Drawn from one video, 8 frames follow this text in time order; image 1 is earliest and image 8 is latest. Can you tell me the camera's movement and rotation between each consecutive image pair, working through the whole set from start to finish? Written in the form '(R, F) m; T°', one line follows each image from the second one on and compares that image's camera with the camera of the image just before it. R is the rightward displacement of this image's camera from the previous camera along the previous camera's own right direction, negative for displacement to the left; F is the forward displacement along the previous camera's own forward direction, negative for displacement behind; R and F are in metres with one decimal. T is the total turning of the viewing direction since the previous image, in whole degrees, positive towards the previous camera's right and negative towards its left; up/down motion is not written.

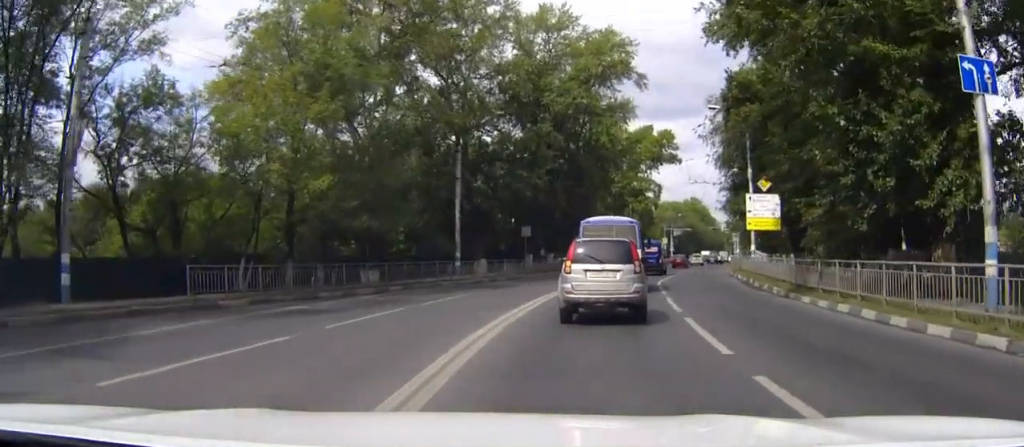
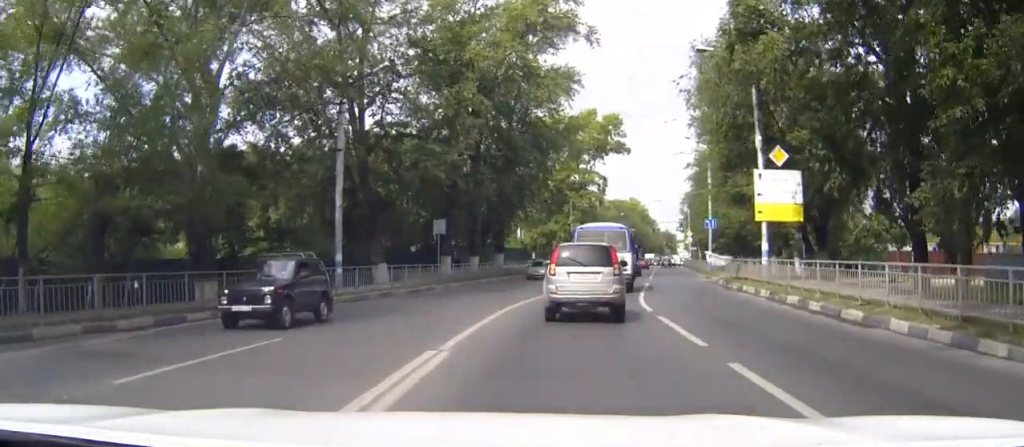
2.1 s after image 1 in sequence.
(+0.5, +15.1) m; +6°
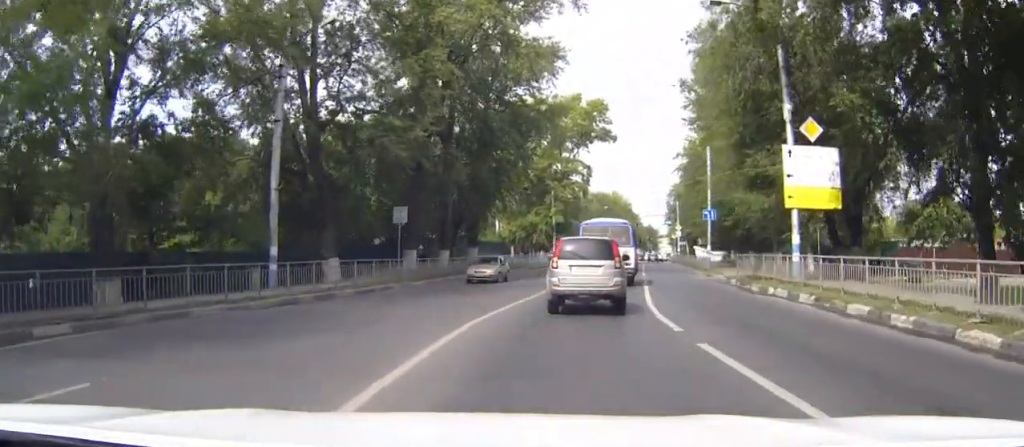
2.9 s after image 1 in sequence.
(+0.3, +6.1) m; +2°
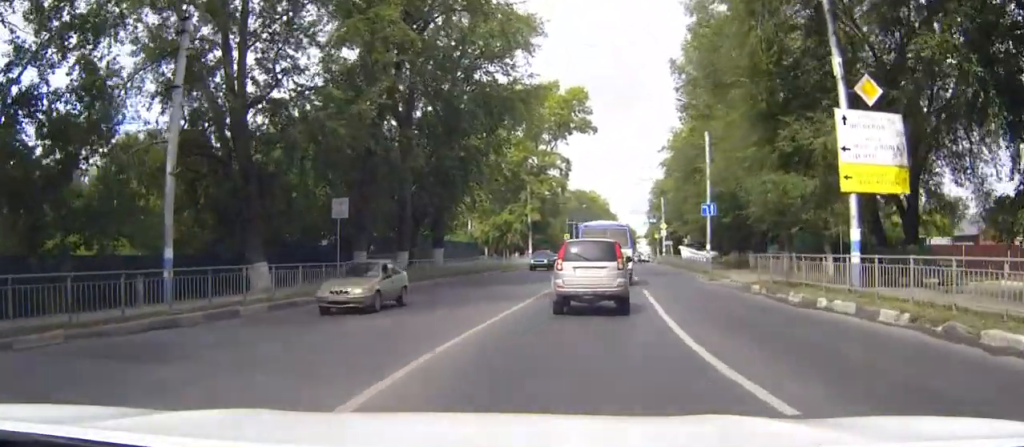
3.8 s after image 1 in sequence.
(0.0, +6.9) m; 0°
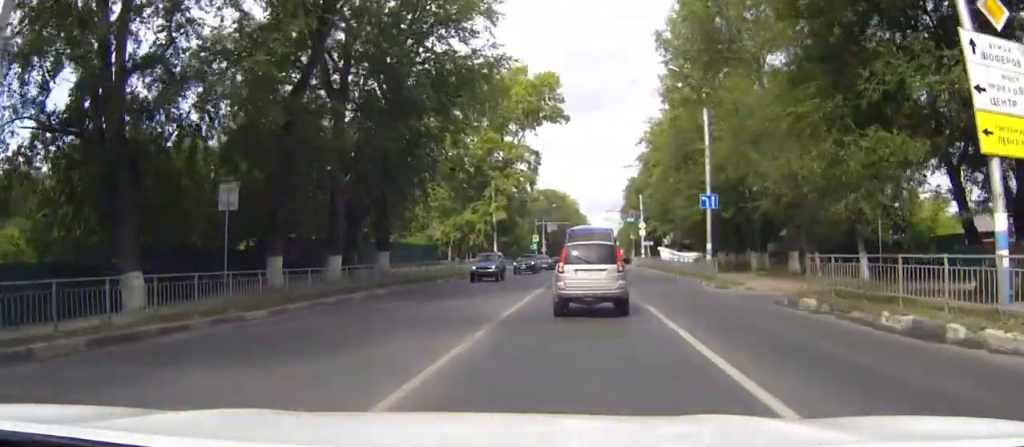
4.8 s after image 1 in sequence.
(0.0, +8.4) m; 0°
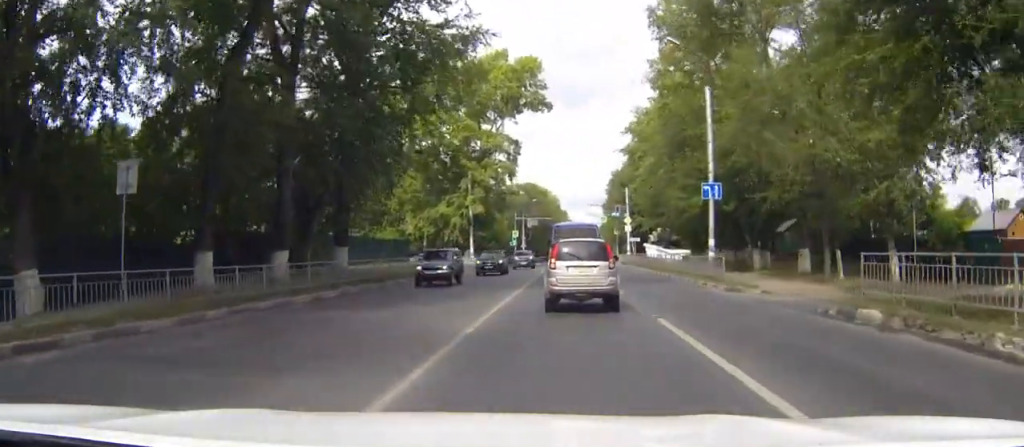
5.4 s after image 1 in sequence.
(0.0, +5.0) m; +1°
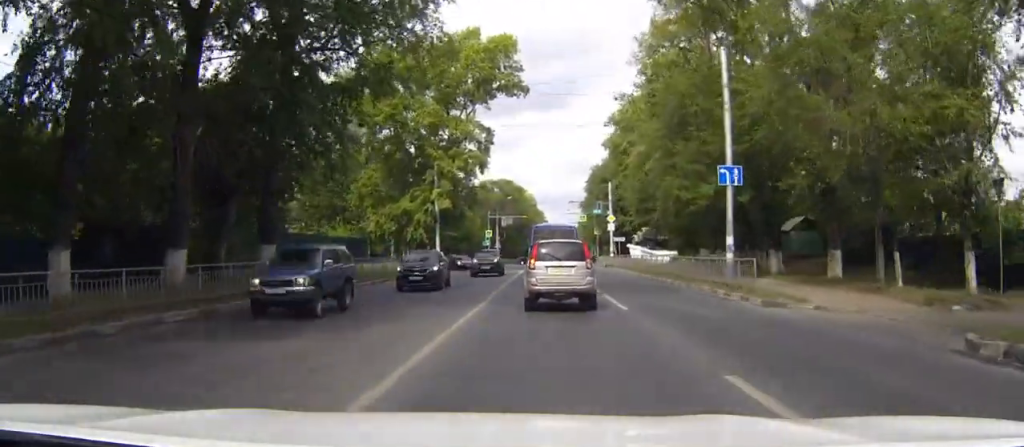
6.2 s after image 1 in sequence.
(+0.1, +7.3) m; +3°
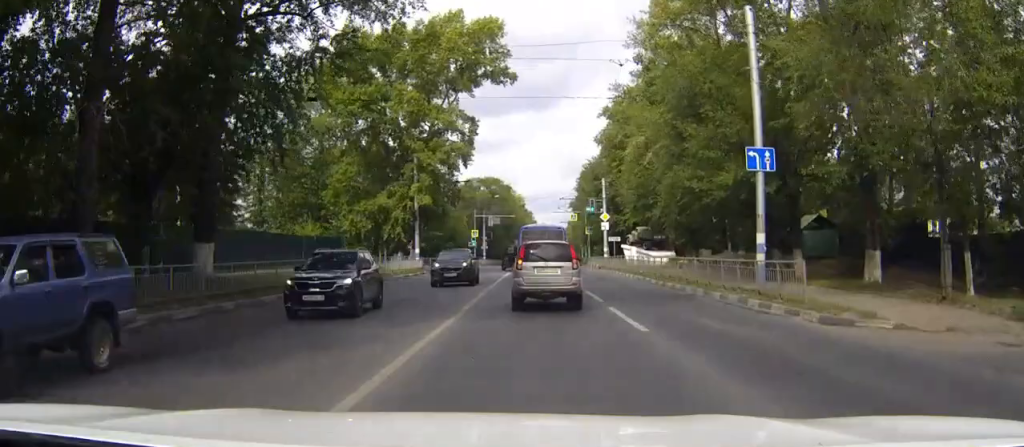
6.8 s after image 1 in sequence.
(0.0, +5.0) m; +3°
